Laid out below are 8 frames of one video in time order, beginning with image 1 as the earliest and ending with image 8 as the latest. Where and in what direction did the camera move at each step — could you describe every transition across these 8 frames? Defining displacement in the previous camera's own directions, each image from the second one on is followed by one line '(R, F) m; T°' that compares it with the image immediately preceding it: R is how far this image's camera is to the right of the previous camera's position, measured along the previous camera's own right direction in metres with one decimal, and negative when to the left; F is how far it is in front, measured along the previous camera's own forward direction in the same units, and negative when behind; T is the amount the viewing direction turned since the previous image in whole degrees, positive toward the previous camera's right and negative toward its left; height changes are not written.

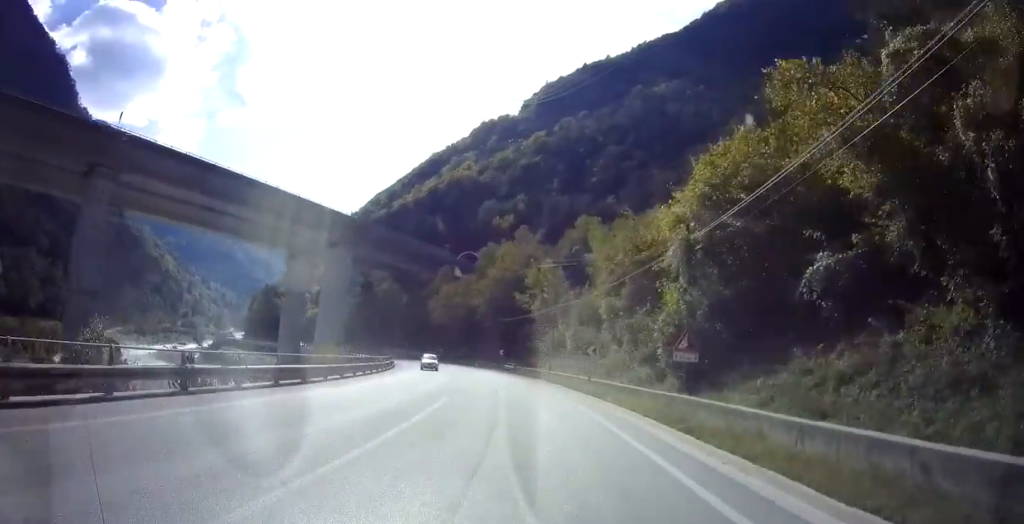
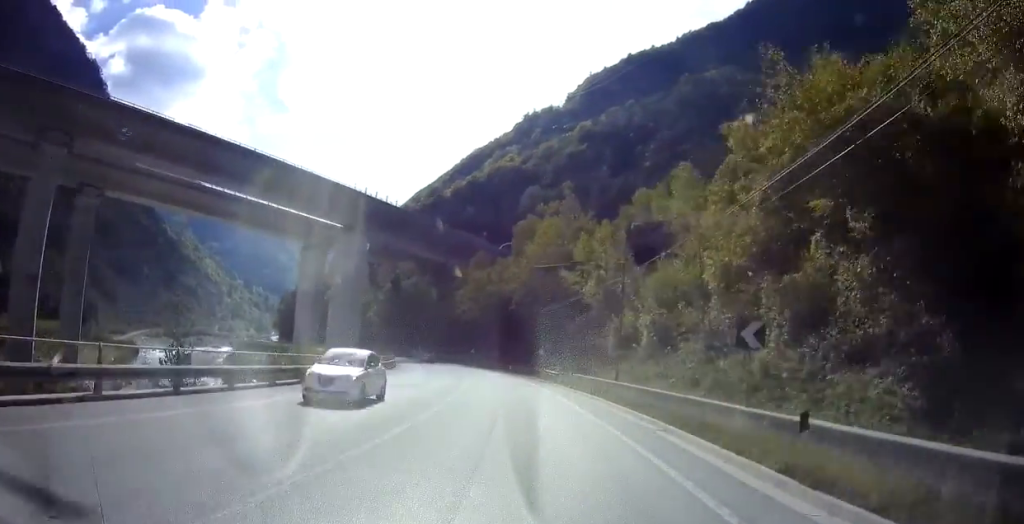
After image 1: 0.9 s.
(-0.6, +18.9) m; -4°
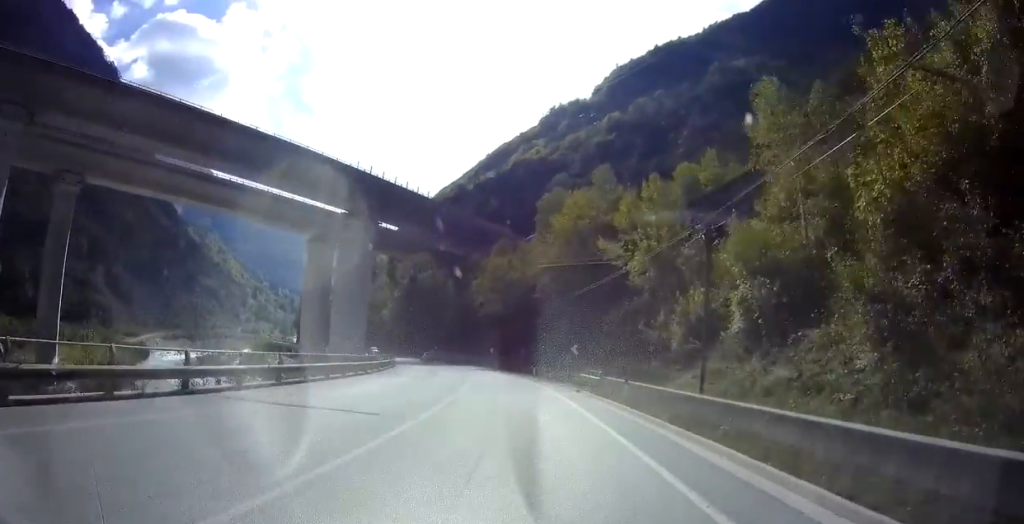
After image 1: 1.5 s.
(-0.5, +11.9) m; -3°
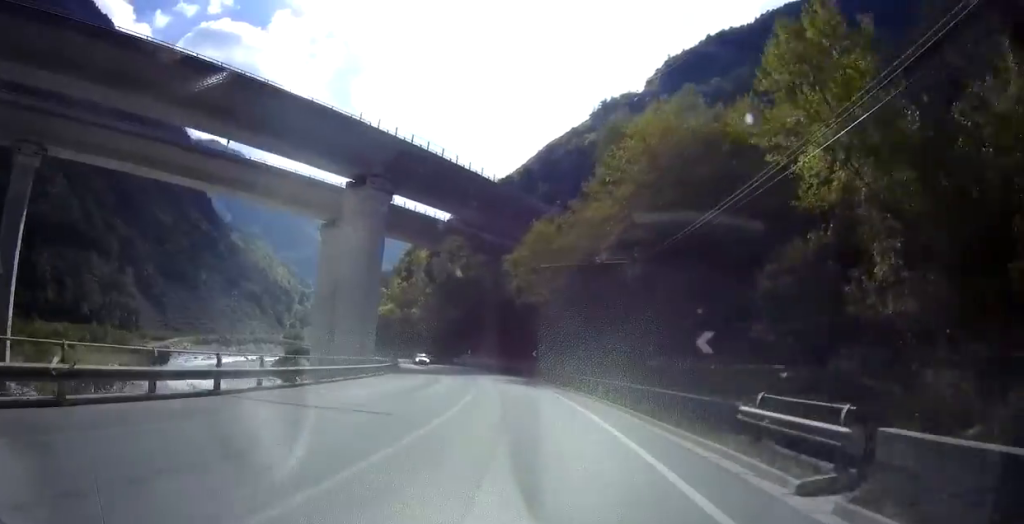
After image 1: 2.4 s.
(-0.9, +20.5) m; -5°
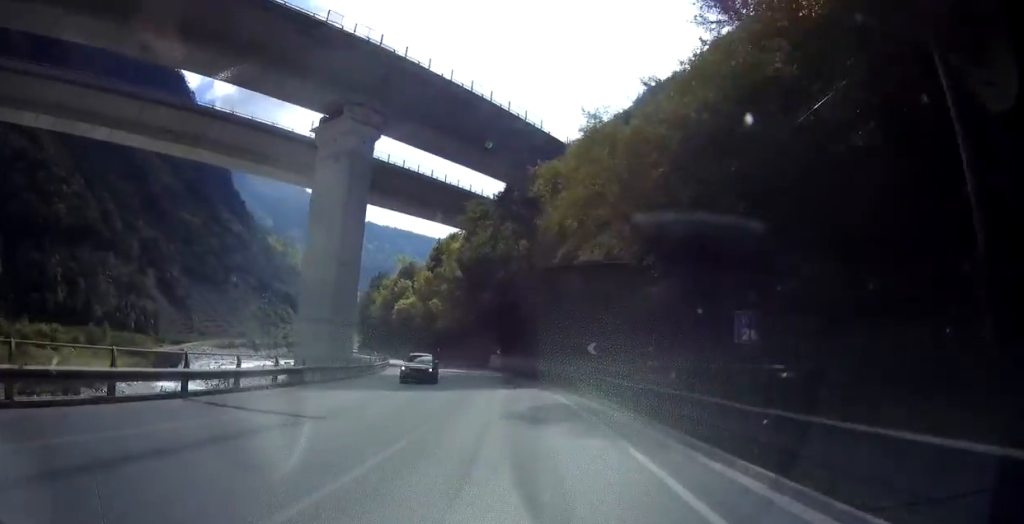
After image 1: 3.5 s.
(-1.2, +23.4) m; -5°
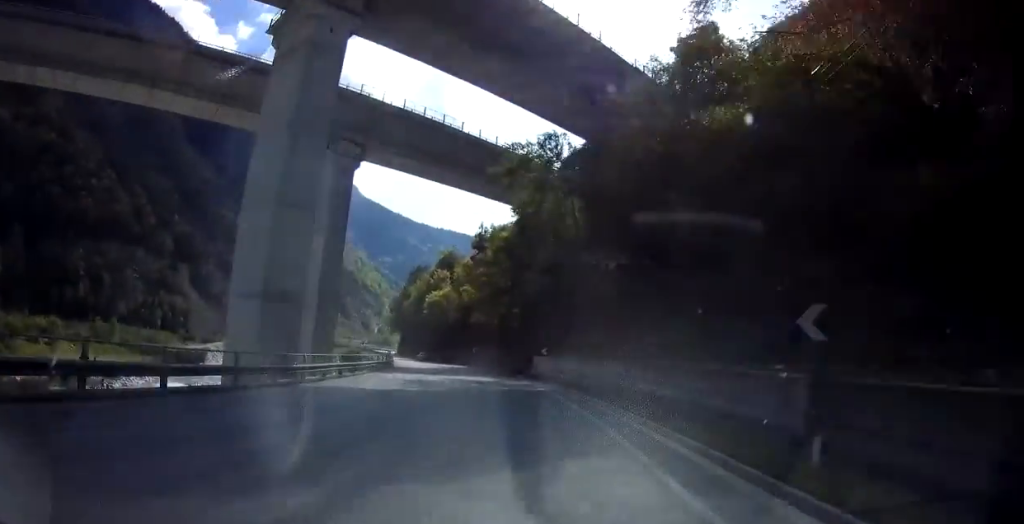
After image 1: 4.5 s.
(-0.7, +19.7) m; -4°
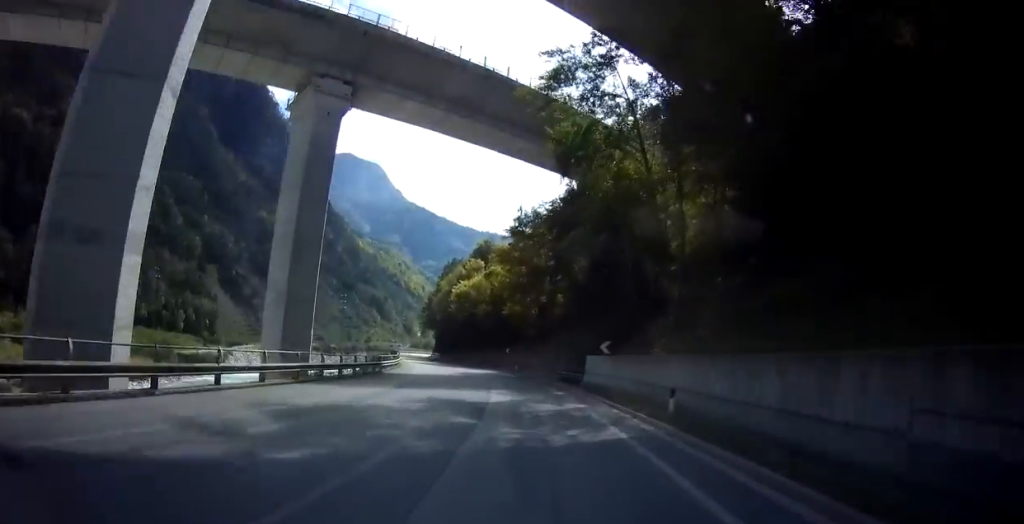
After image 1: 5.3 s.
(-0.5, +16.6) m; -4°
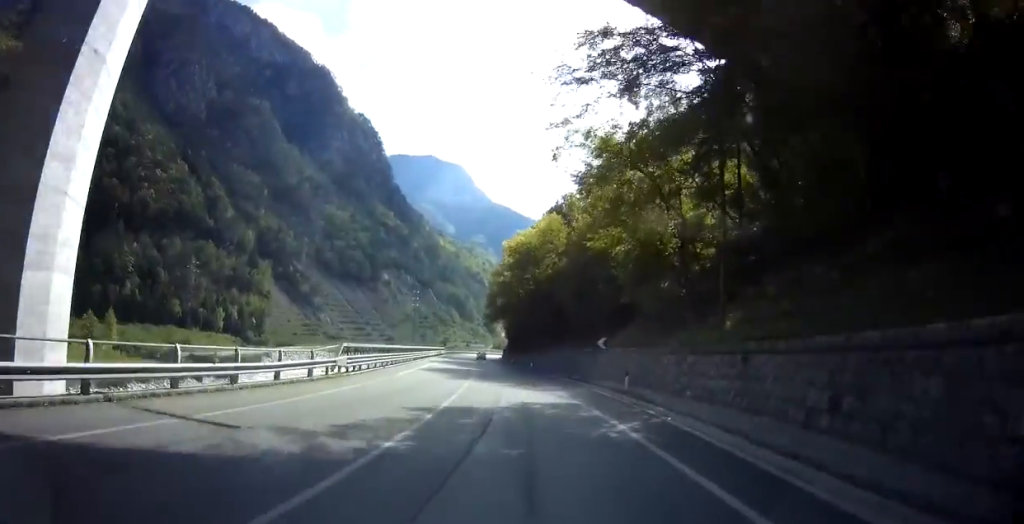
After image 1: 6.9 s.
(-3.1, +33.8) m; -11°
